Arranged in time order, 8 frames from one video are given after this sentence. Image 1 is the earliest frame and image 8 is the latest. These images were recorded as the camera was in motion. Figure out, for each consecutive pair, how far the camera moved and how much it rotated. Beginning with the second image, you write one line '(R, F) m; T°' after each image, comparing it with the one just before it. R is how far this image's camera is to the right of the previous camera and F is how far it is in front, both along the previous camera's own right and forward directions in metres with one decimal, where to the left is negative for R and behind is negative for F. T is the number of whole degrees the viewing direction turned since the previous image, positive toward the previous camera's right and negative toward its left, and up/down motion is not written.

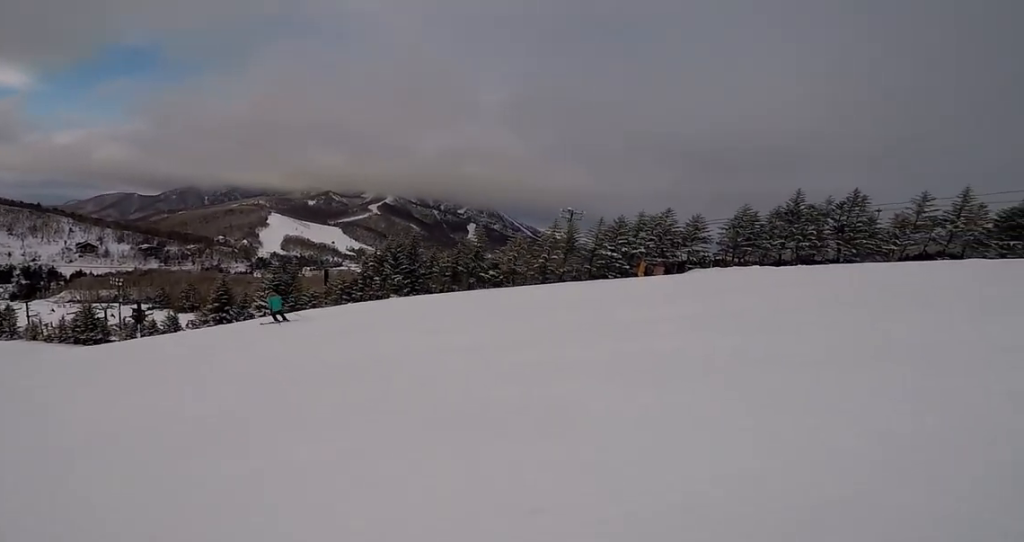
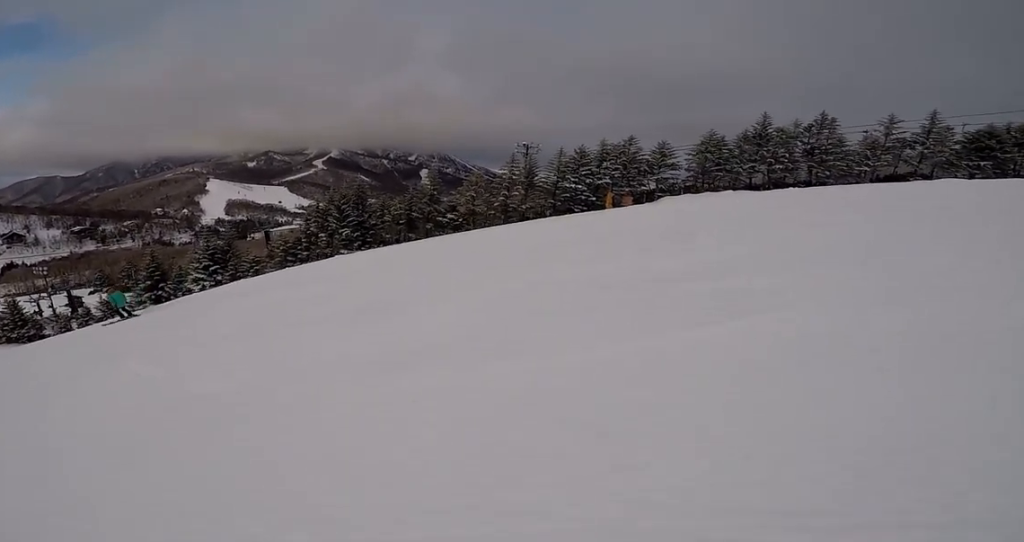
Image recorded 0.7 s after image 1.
(+0.2, +2.9) m; +3°
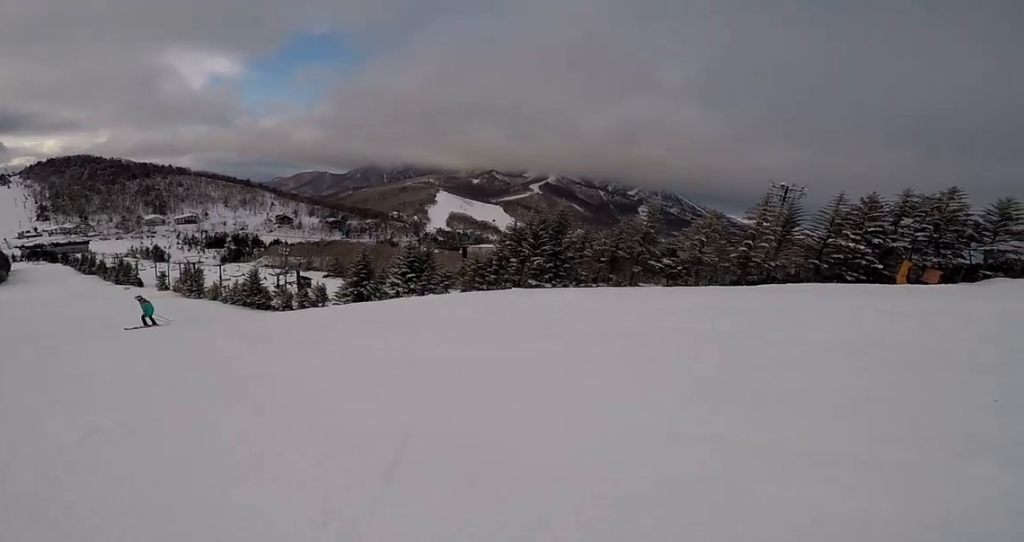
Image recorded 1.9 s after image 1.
(-0.1, +4.4) m; -9°
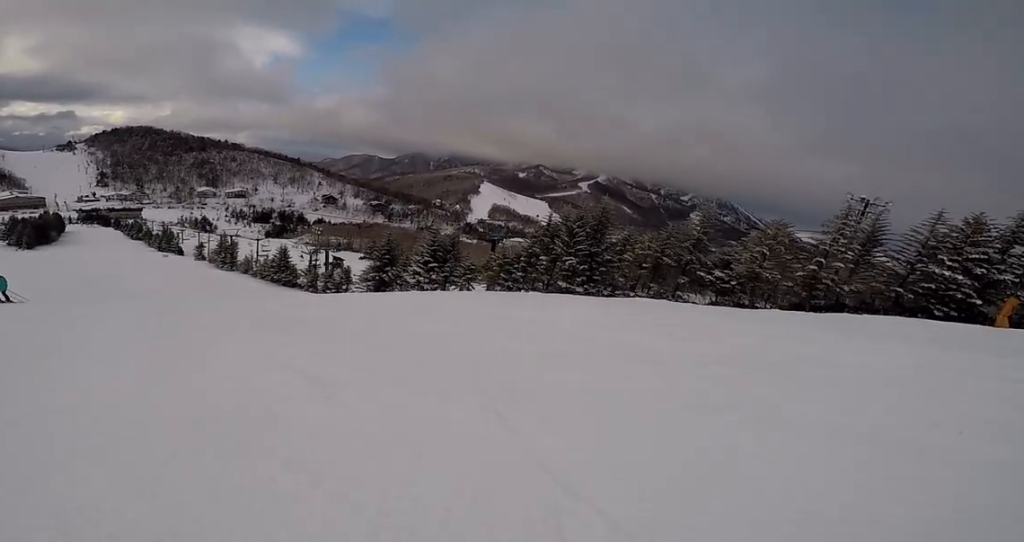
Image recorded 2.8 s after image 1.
(-0.4, +3.3) m; -18°
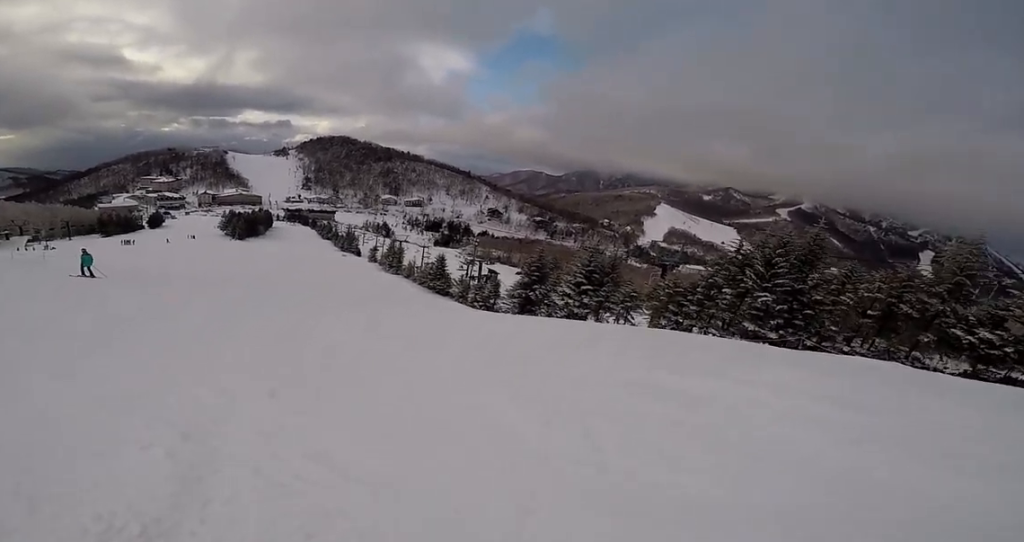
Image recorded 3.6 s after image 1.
(-0.4, +2.6) m; -22°
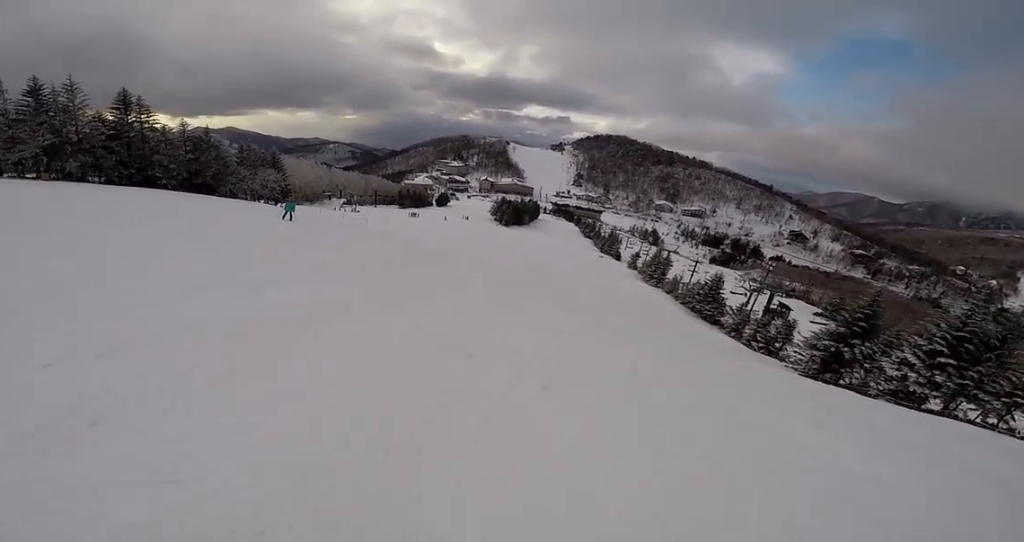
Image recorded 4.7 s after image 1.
(-1.0, +3.4) m; -29°
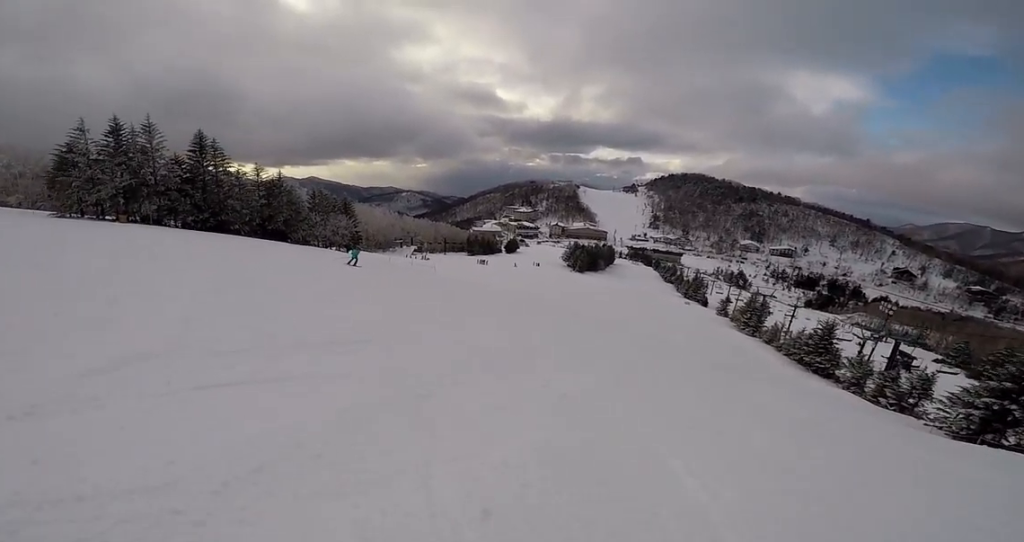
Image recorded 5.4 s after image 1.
(-0.3, +2.3) m; -14°
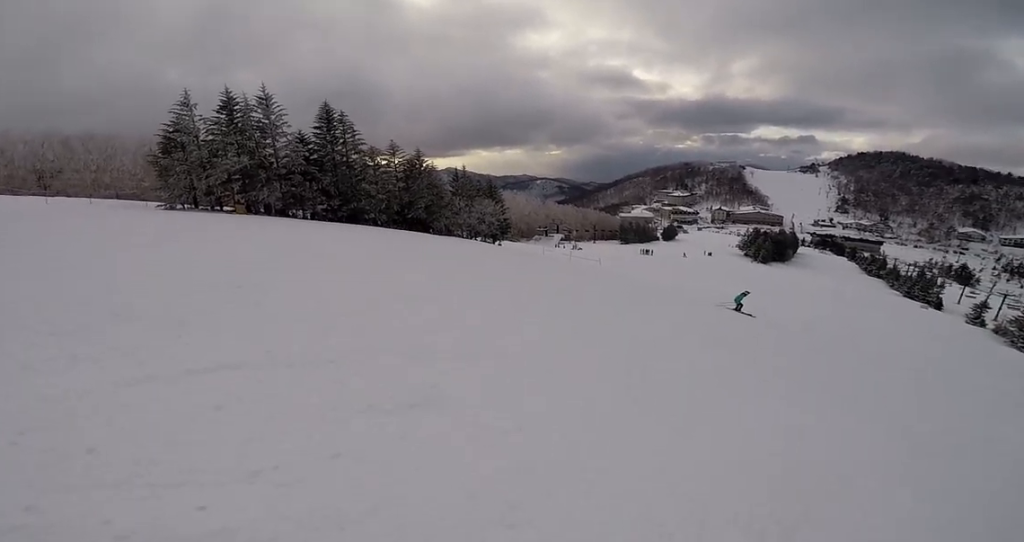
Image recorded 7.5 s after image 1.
(-2.2, +9.1) m; -16°
